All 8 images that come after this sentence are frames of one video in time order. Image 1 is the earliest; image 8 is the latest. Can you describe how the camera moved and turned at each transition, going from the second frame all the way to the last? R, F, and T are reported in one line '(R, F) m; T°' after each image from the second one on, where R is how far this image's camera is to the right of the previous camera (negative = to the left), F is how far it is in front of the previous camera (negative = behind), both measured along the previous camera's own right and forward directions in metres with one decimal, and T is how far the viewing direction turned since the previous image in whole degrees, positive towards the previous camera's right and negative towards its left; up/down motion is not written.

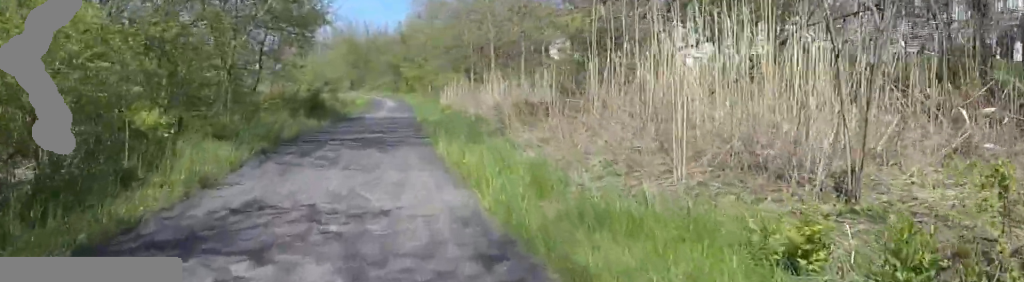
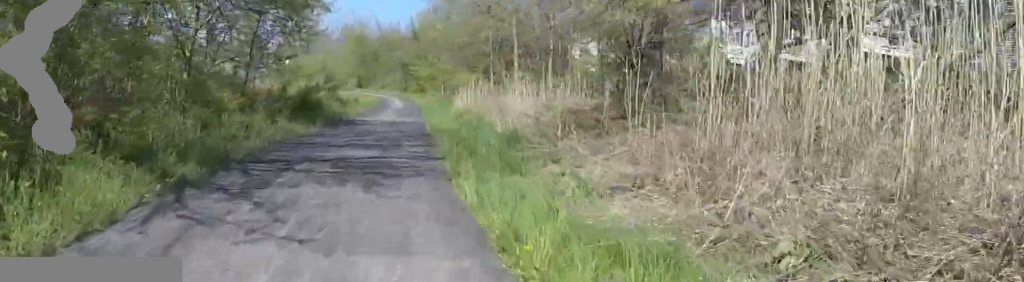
(+0.9, +4.0) m; +1°
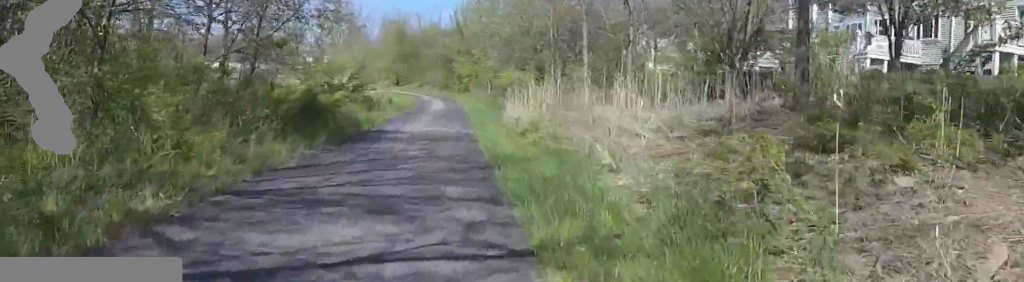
(-0.2, +5.5) m; 0°
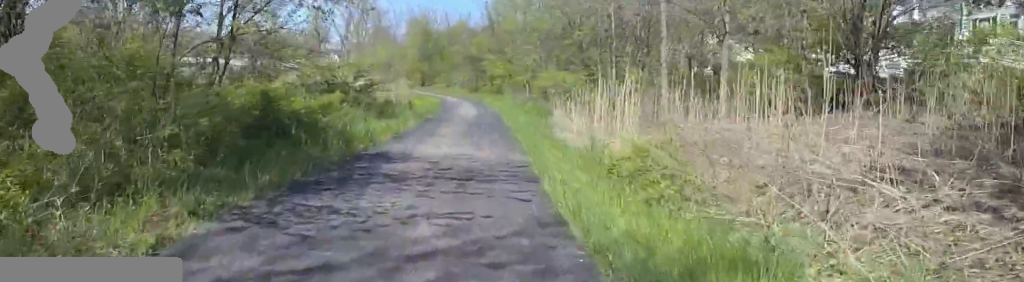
(0.0, +5.5) m; 0°
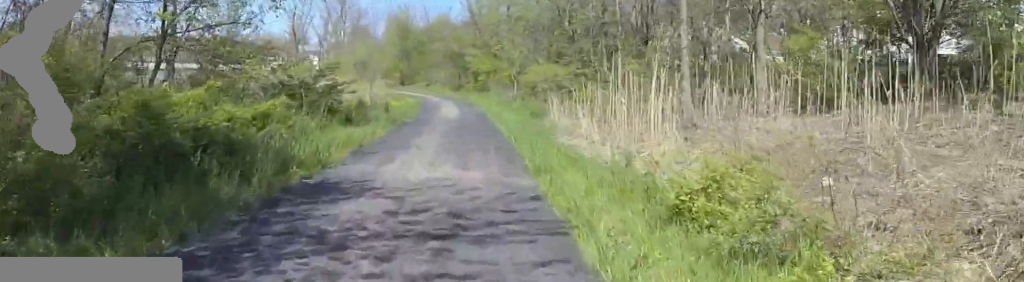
(+0.9, +3.0) m; 0°
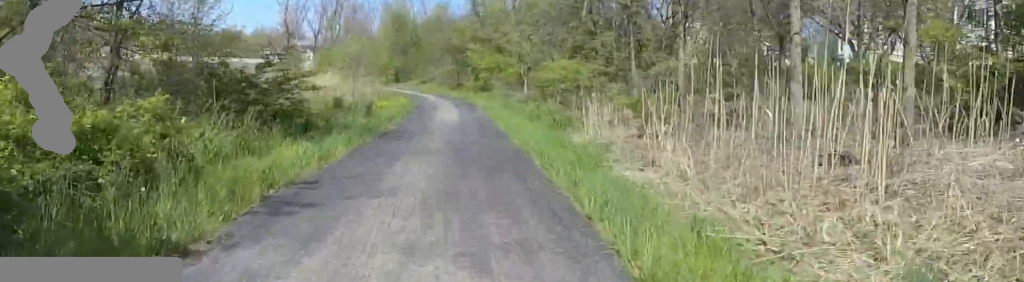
(-1.3, +4.9) m; +1°
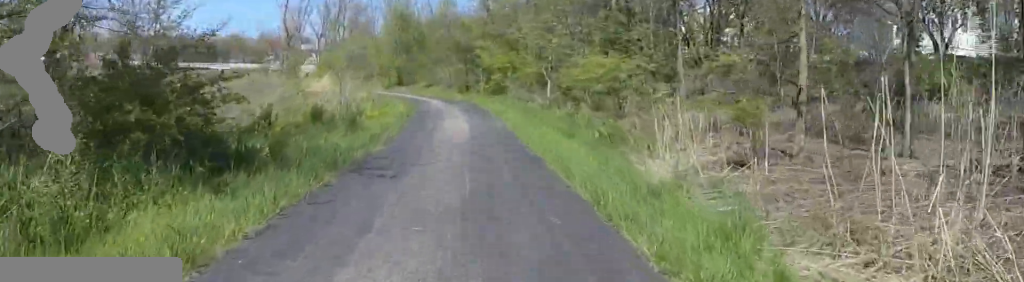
(+0.6, +4.6) m; +4°
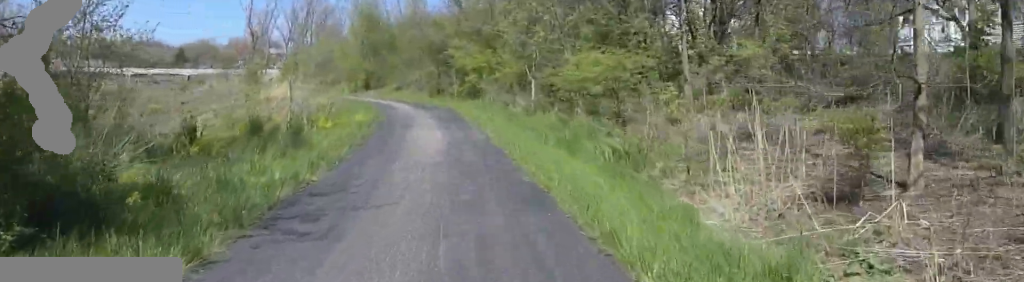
(+0.6, +3.1) m; +3°
